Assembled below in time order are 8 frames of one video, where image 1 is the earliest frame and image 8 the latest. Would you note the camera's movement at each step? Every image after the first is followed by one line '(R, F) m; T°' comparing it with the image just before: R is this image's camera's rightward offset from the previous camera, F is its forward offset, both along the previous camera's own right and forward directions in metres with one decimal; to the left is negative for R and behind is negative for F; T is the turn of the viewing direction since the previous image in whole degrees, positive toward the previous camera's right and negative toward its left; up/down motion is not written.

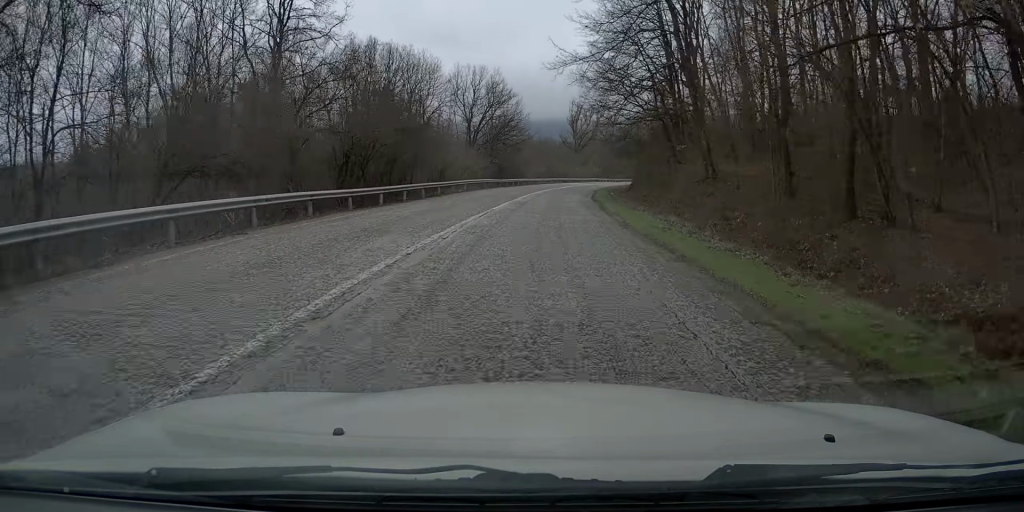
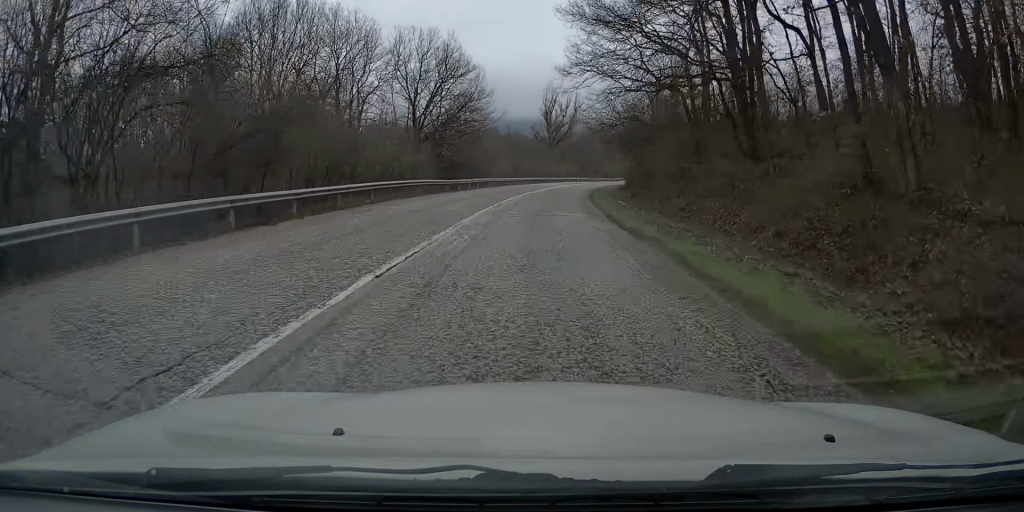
(+0.6, +19.8) m; +3°
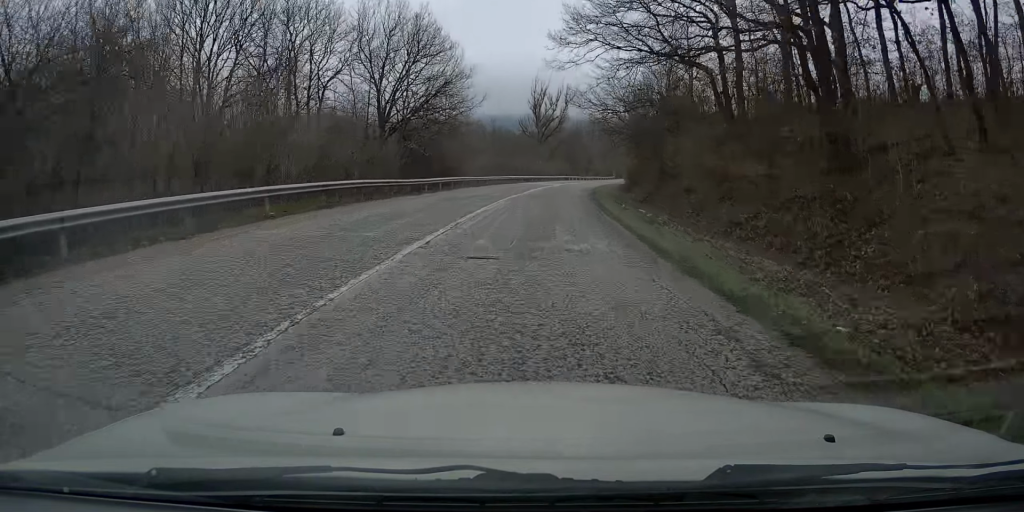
(+0.1, +9.6) m; +1°
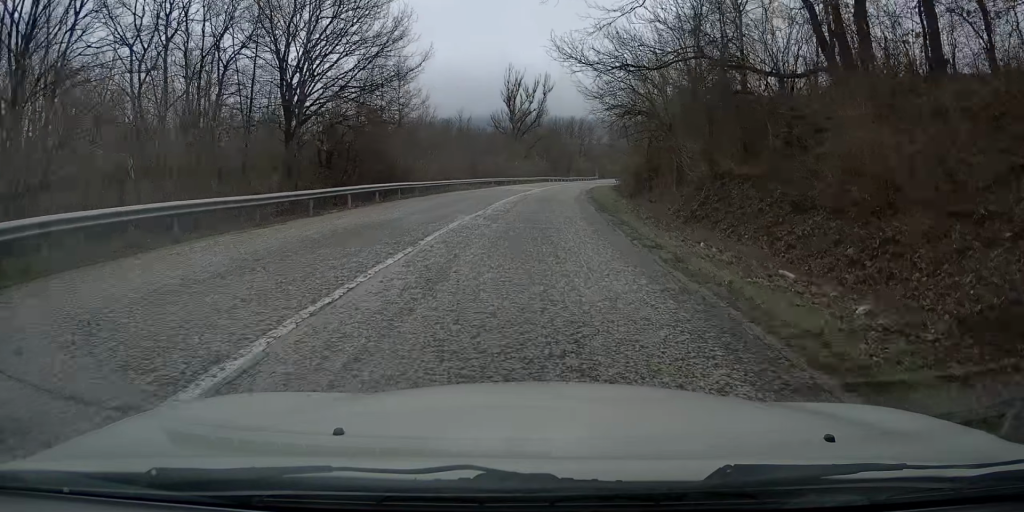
(+0.2, +15.7) m; +2°
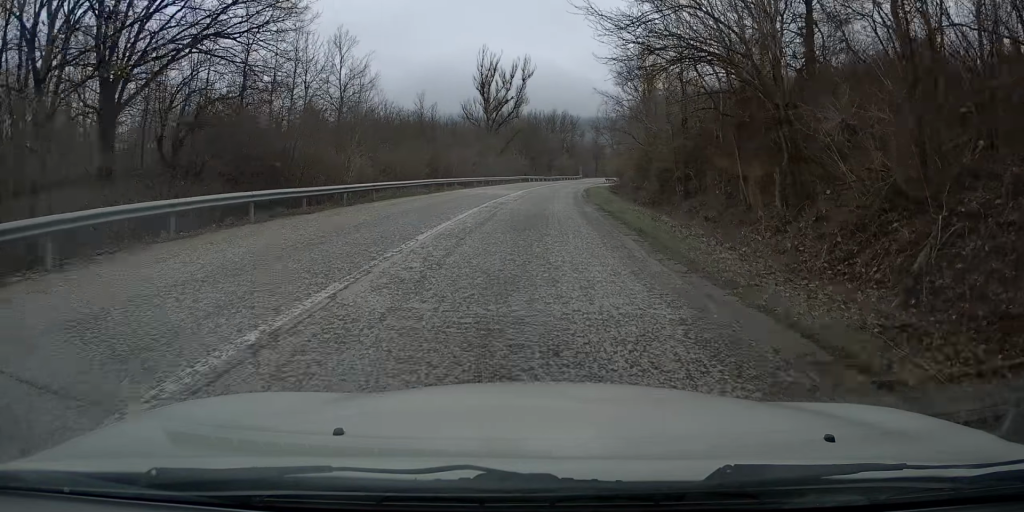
(+0.4, +14.9) m; +2°
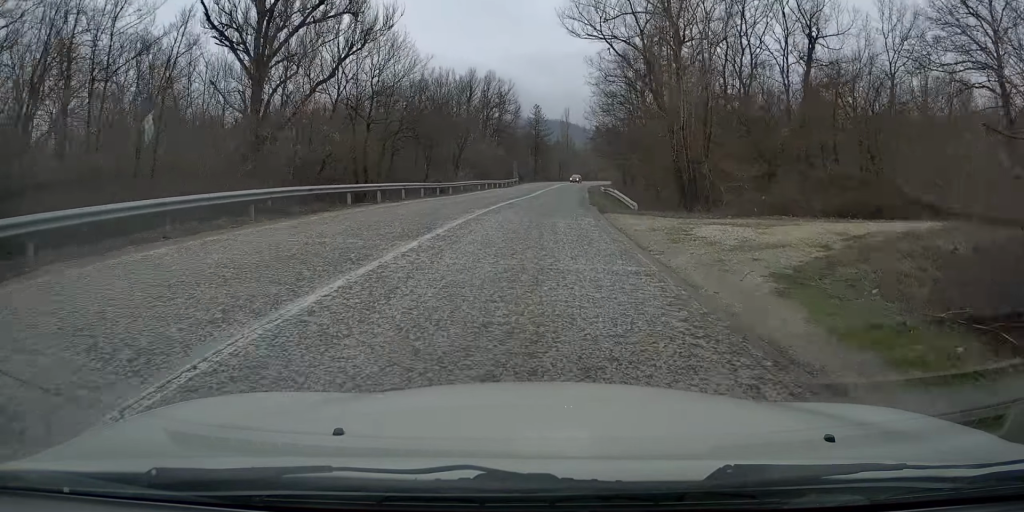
(+4.0, +64.4) m; +8°
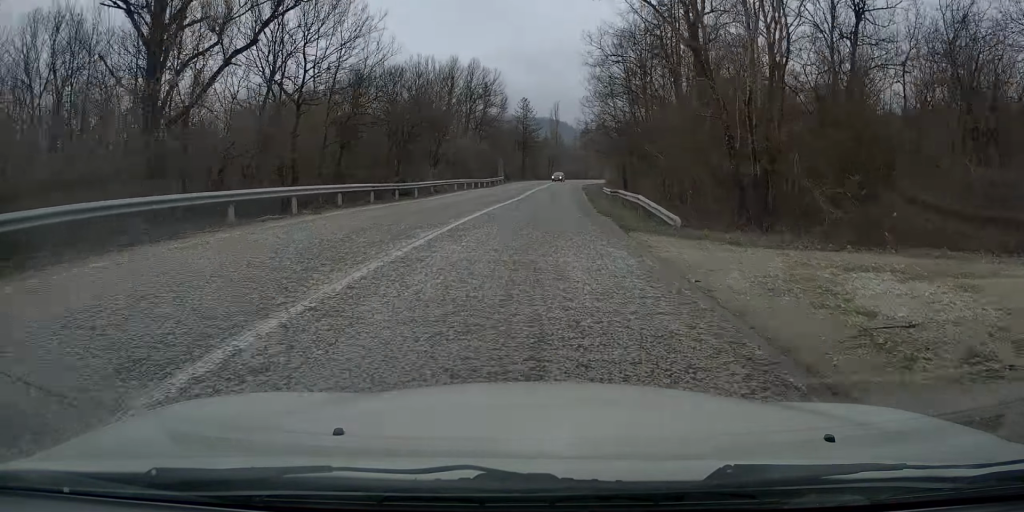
(+0.1, +8.7) m; +1°
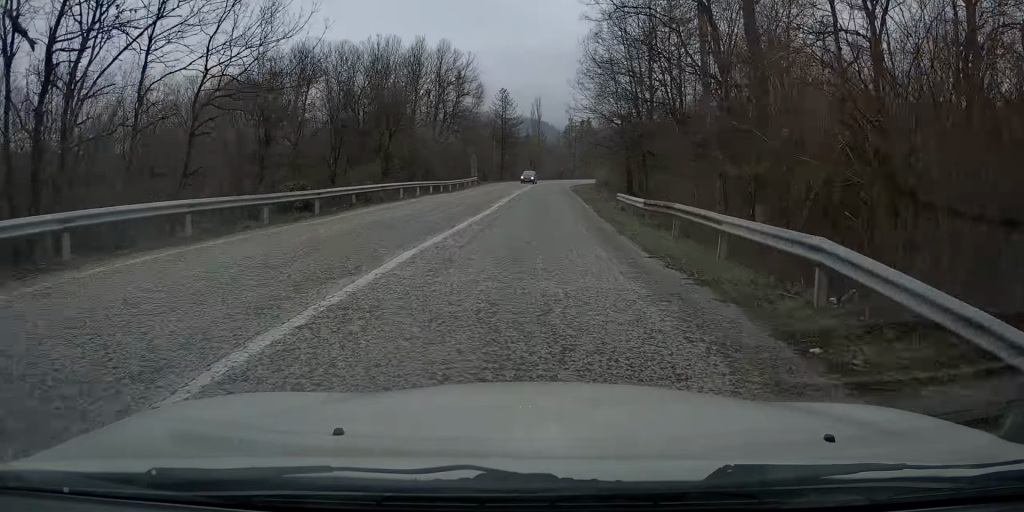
(+0.1, +13.5) m; +1°
